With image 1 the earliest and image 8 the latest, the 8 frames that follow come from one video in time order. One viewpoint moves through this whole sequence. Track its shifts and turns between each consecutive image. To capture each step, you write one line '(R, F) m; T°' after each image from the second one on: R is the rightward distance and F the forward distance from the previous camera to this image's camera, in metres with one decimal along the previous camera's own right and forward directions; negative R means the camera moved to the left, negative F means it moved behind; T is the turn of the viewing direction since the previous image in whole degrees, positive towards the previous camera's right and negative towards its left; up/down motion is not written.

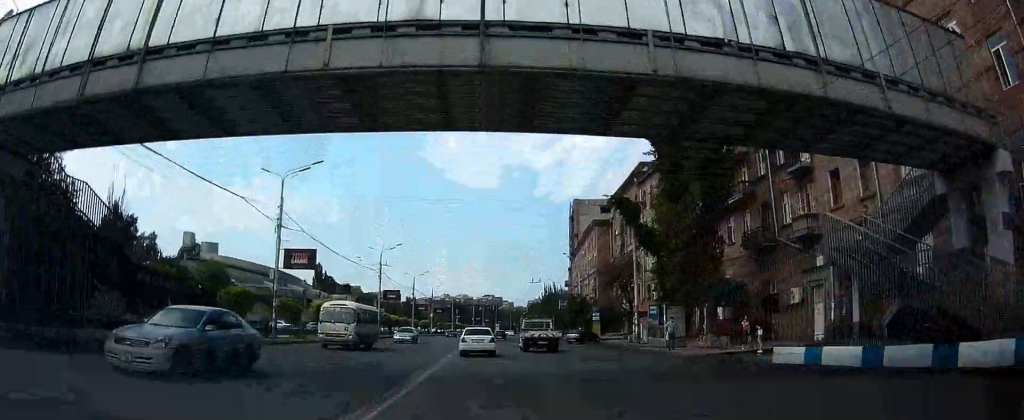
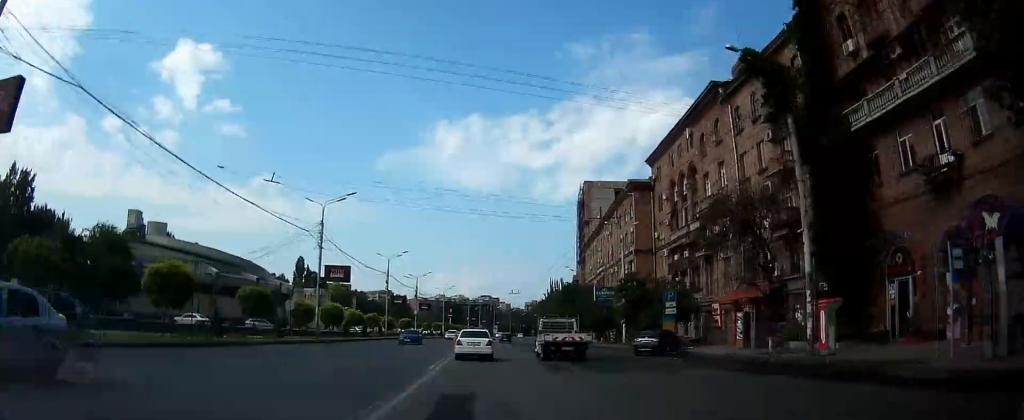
(0.0, +26.5) m; 0°
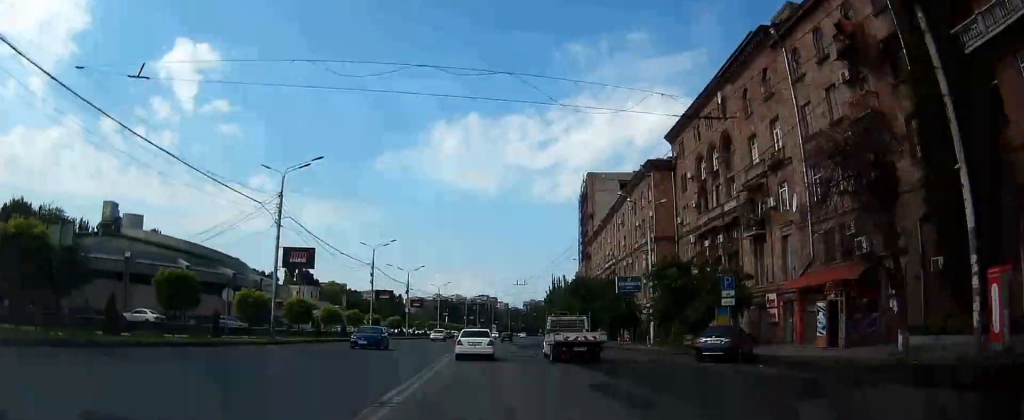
(0.0, +9.6) m; 0°
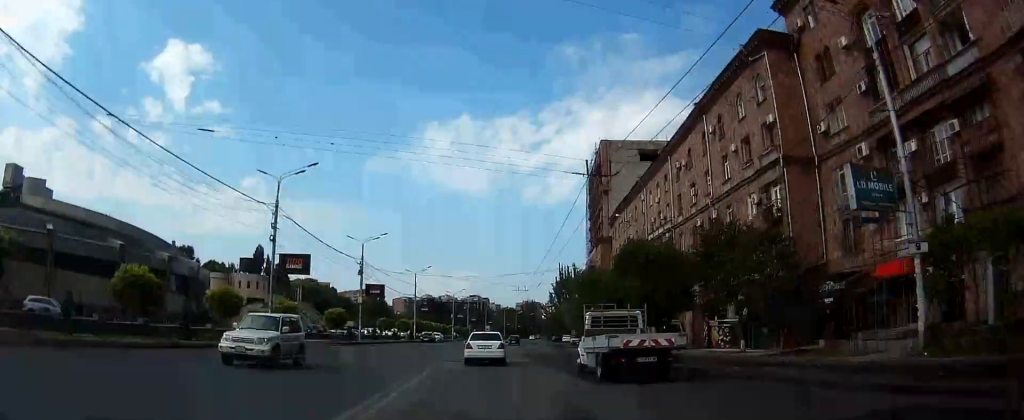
(+0.9, +31.2) m; 0°
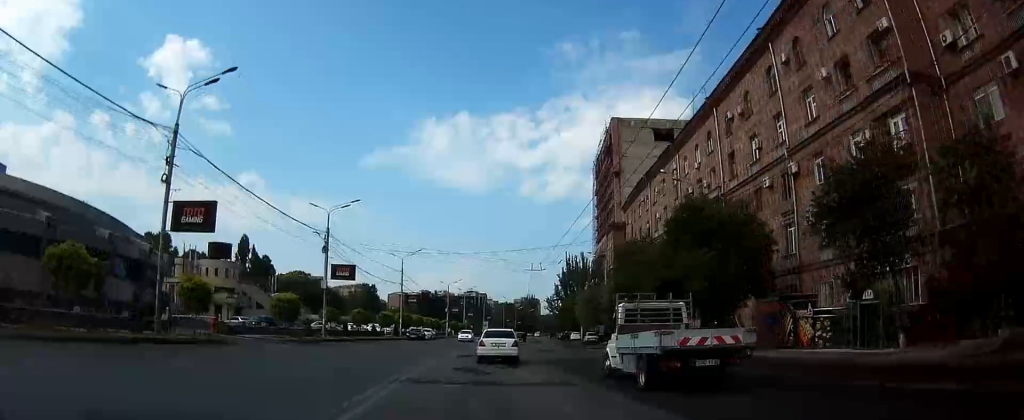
(-0.6, +13.9) m; 0°
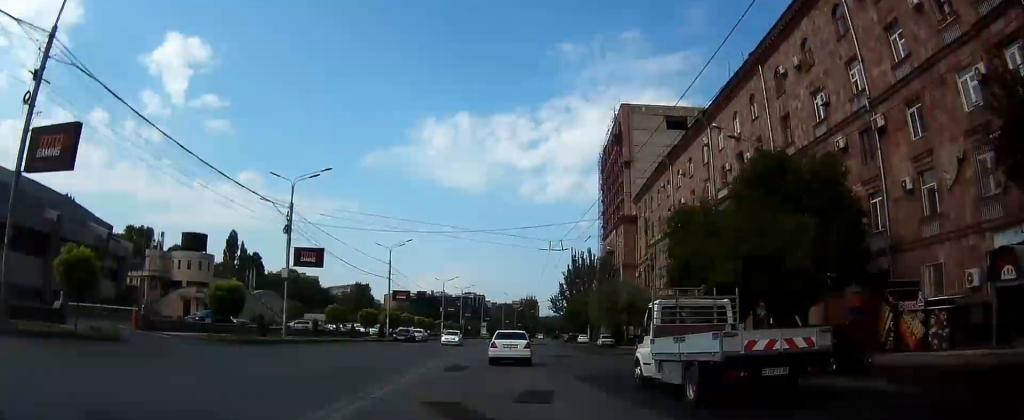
(0.0, +9.6) m; 0°
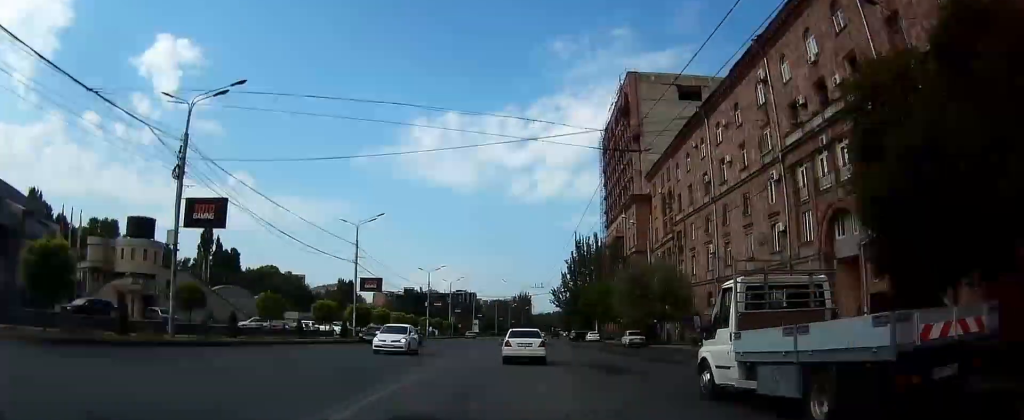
(+0.5, +14.3) m; +1°
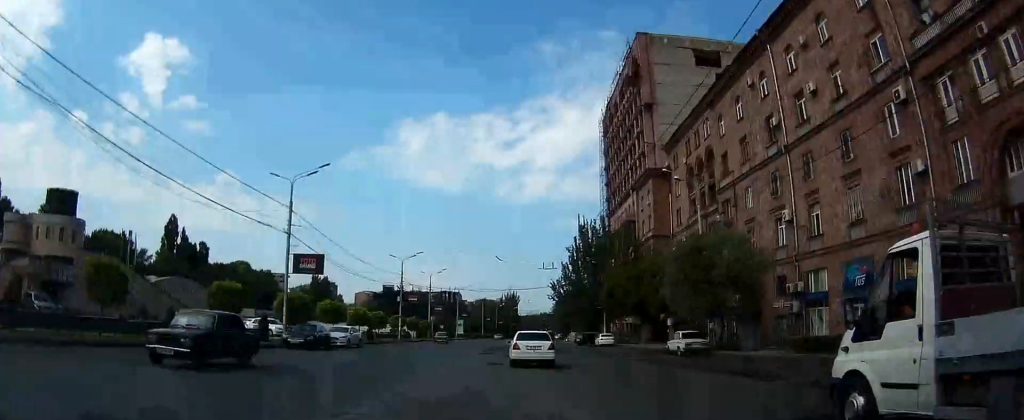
(-0.5, +16.0) m; 0°
